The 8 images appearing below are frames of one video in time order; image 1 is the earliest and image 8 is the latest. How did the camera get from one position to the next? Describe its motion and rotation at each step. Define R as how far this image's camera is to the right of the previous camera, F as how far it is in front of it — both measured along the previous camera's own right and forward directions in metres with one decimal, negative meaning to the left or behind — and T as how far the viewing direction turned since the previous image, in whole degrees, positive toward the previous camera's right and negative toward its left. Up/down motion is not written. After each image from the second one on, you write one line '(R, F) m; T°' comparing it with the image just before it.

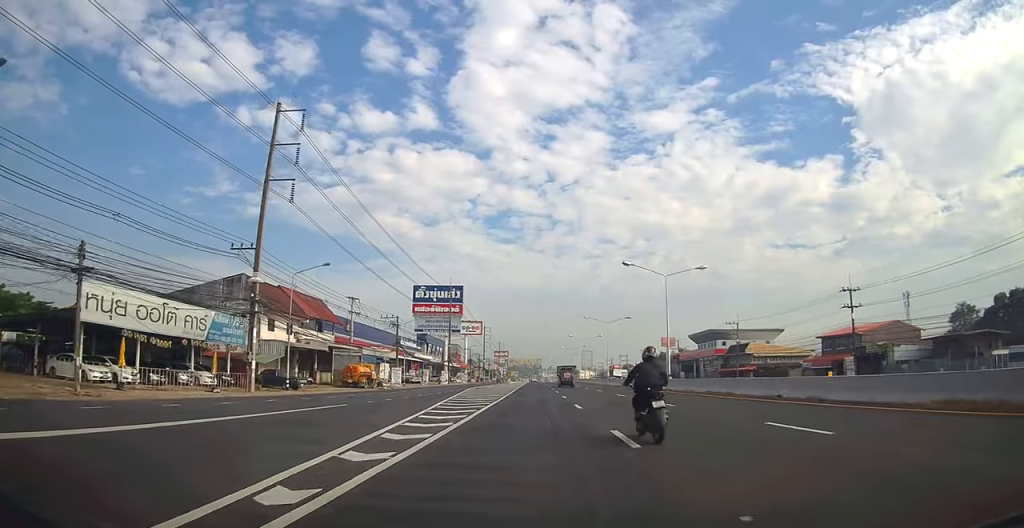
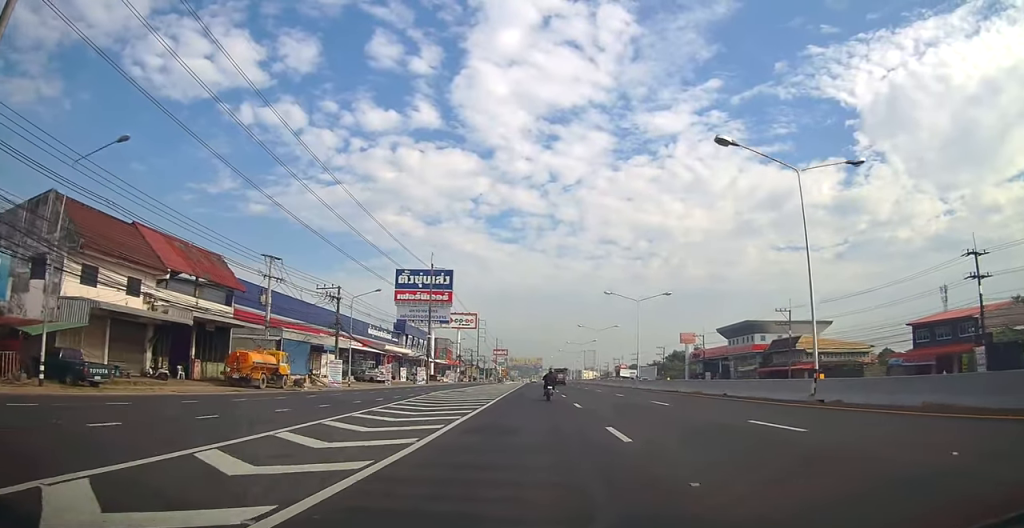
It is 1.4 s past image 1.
(-0.9, +22.8) m; -1°
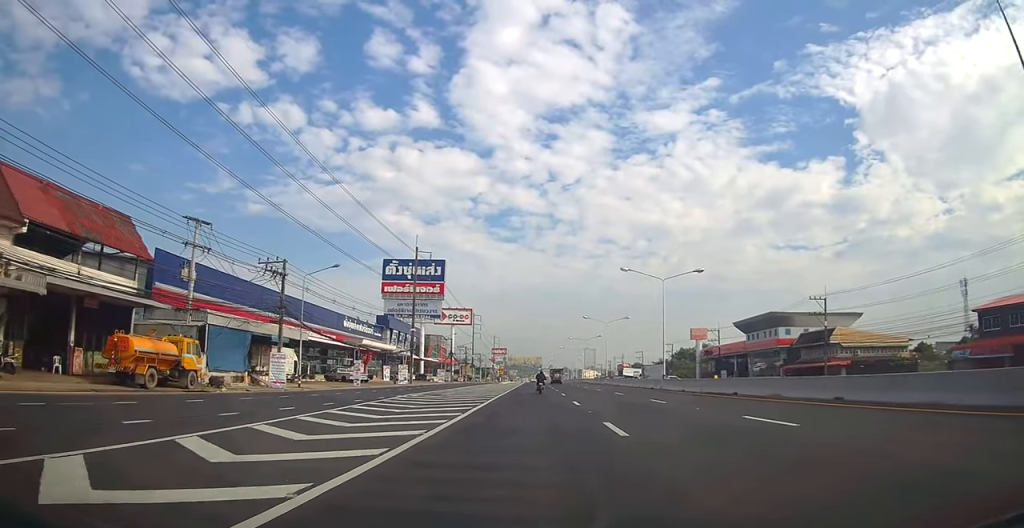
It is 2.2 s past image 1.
(+0.5, +11.6) m; +2°
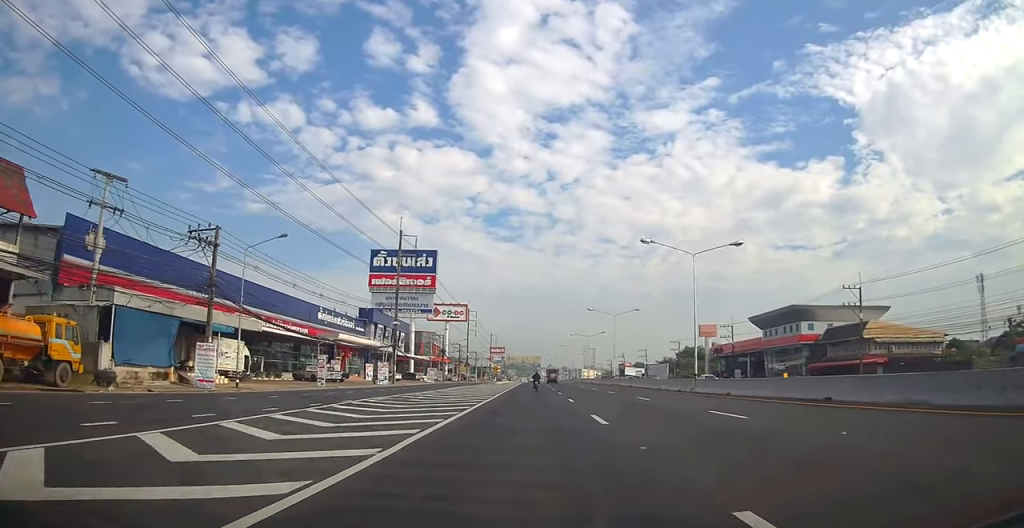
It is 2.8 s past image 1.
(+0.1, +9.3) m; +1°
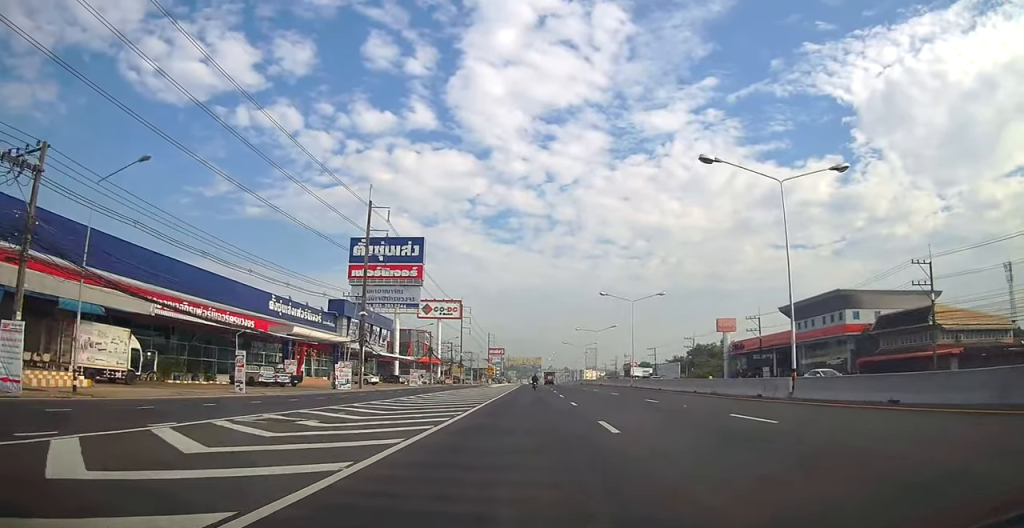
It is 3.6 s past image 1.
(0.0, +13.9) m; 0°
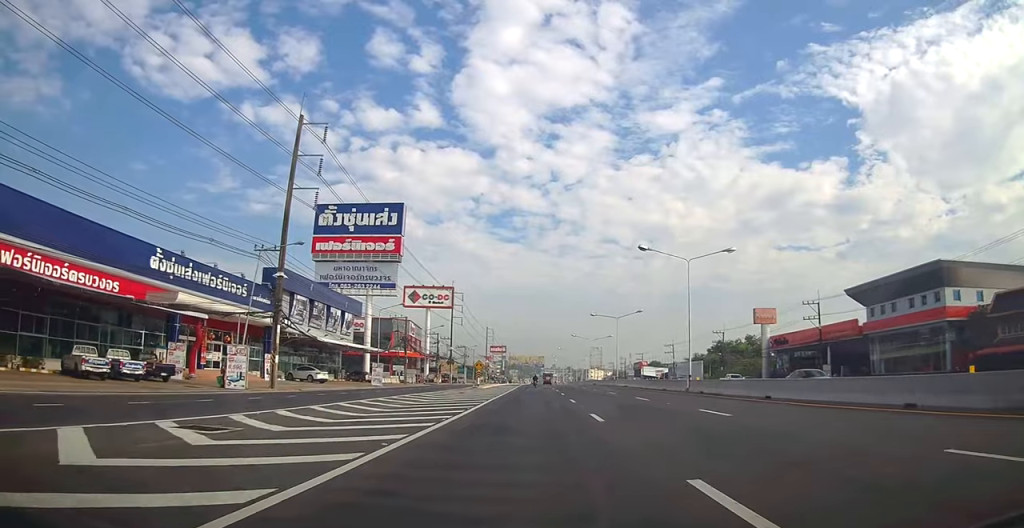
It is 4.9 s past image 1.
(0.0, +20.7) m; 0°
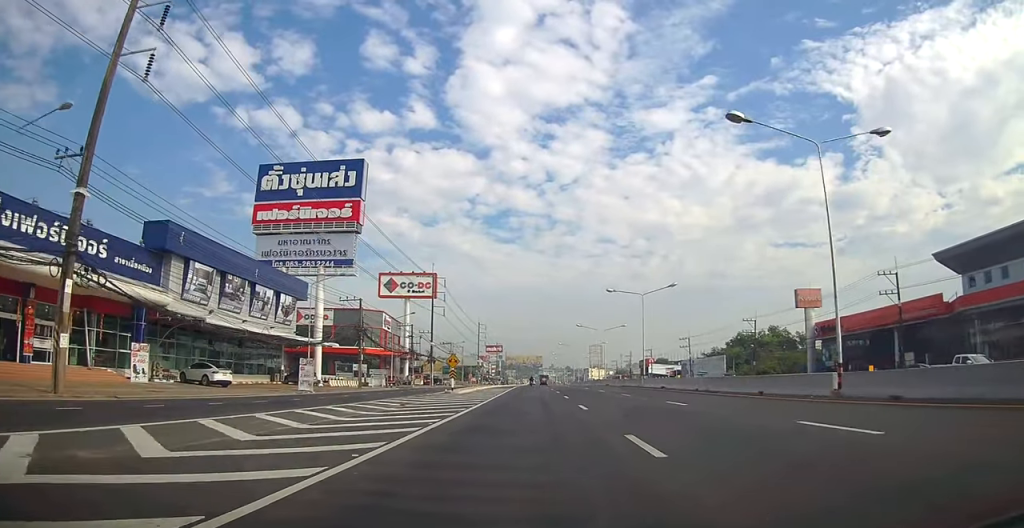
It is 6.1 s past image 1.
(-0.1, +19.4) m; -3°
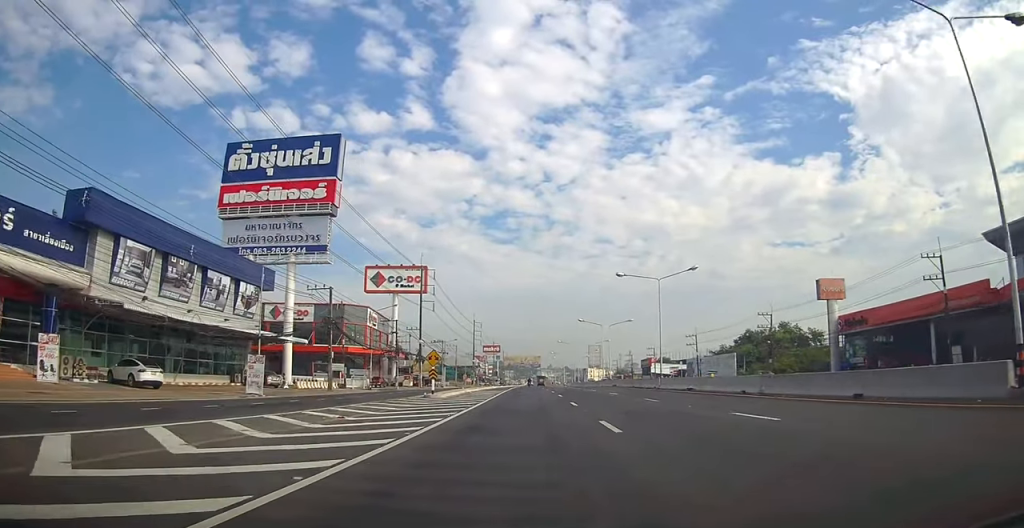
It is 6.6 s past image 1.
(-0.2, +8.2) m; -1°
